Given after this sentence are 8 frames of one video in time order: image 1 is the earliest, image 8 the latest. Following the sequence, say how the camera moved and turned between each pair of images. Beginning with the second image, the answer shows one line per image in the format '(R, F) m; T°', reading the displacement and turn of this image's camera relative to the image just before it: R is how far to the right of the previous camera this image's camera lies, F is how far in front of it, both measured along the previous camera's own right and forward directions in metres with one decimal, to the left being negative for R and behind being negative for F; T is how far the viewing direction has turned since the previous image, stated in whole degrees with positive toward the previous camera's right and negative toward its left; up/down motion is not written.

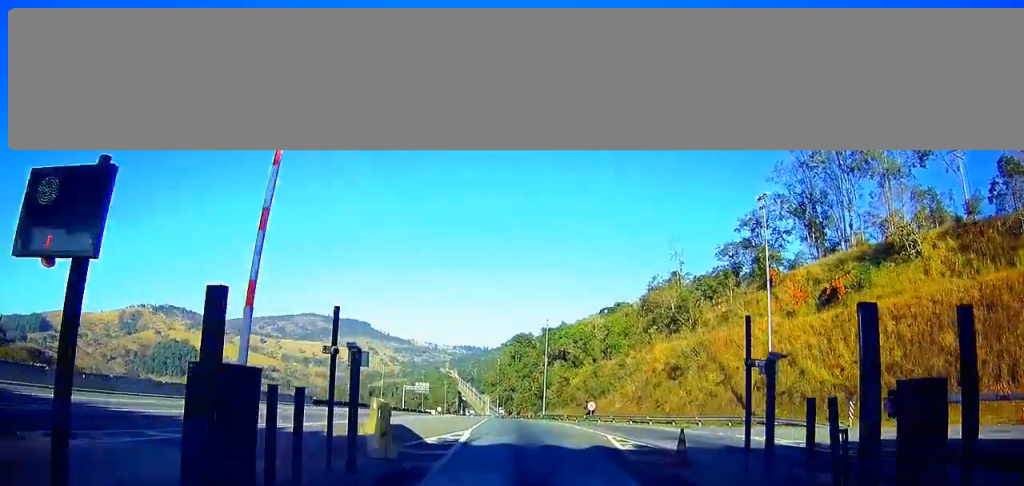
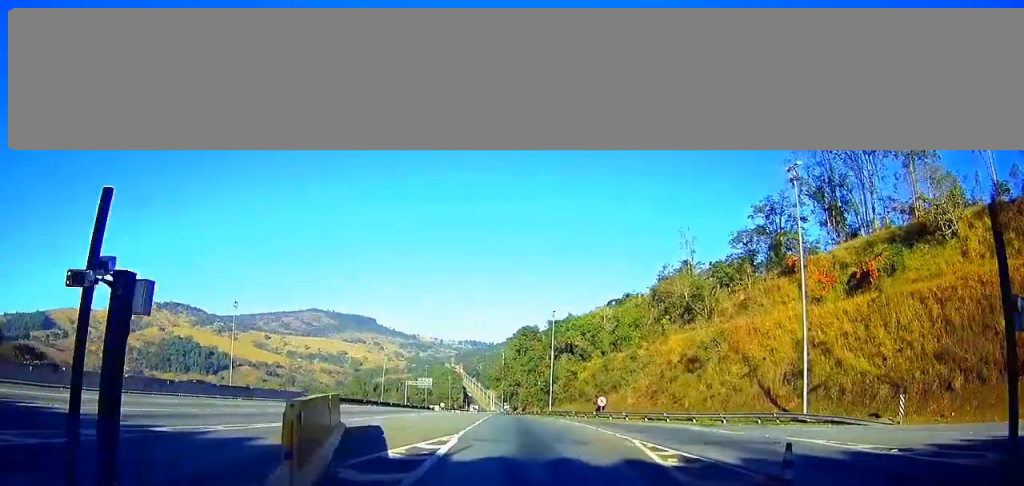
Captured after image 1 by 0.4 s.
(0.0, +5.1) m; -1°
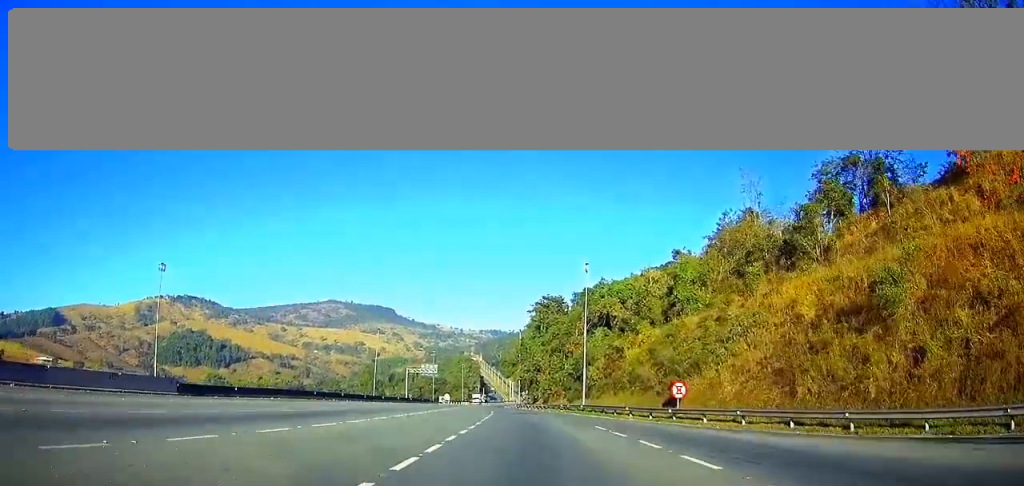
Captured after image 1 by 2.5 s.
(-0.7, +29.3) m; -2°
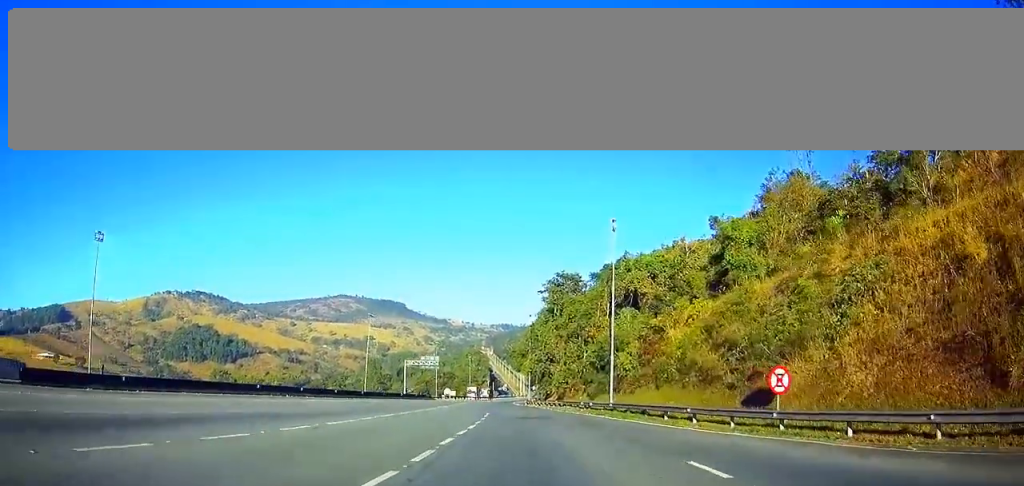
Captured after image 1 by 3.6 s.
(-0.1, +16.2) m; -1°
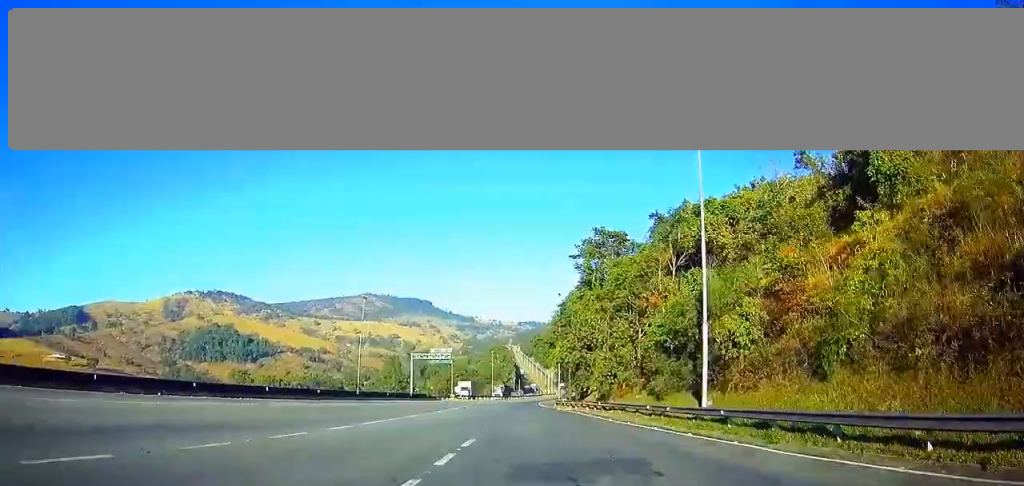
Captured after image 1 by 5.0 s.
(-0.4, +22.8) m; -3°
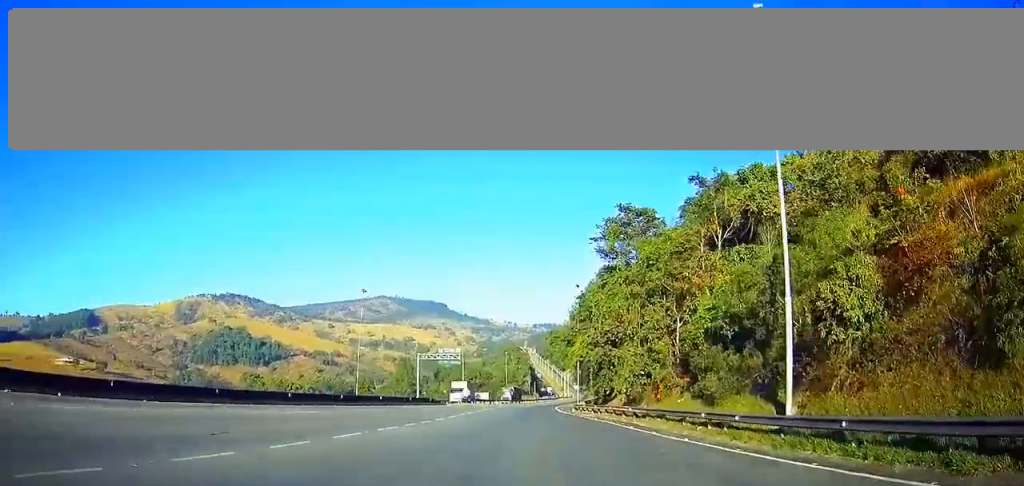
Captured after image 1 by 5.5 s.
(-0.1, +9.0) m; -1°
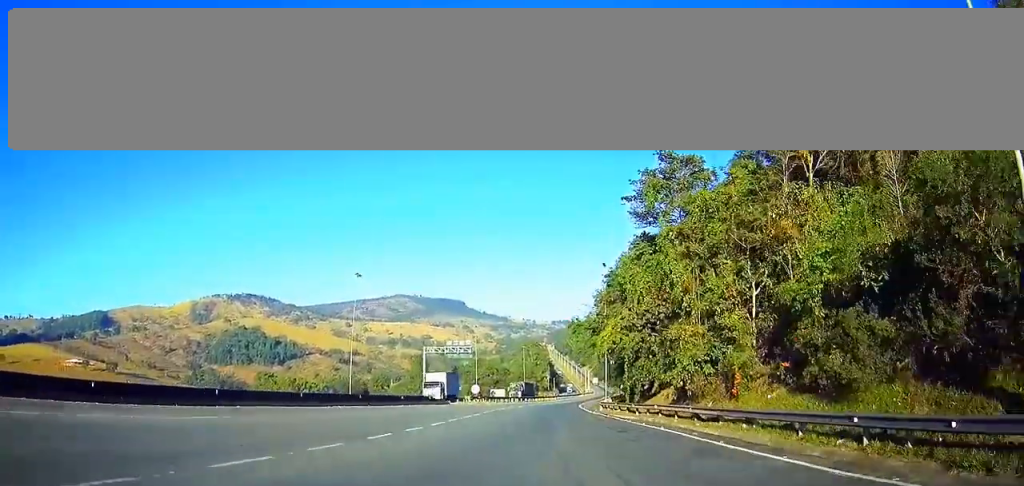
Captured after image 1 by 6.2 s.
(-0.2, +12.4) m; -1°
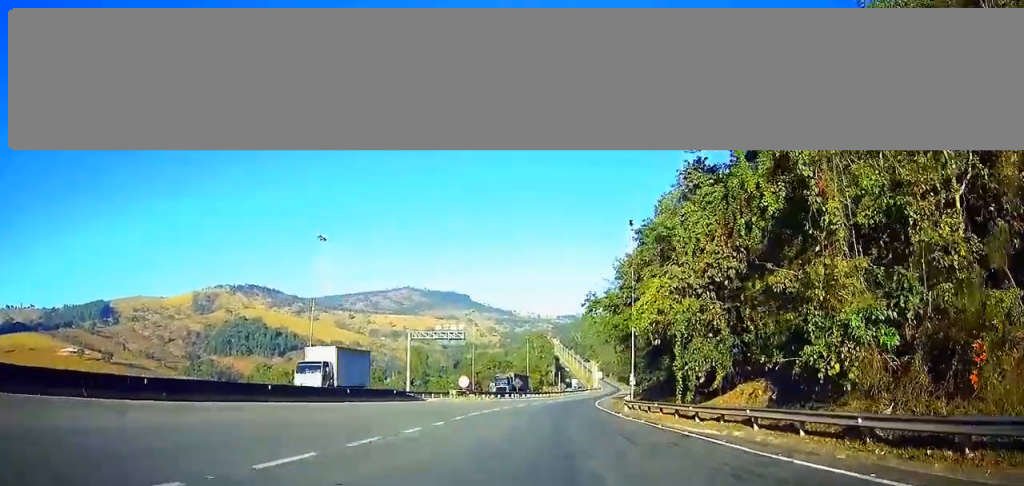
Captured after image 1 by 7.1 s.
(-0.1, +16.5) m; 0°
